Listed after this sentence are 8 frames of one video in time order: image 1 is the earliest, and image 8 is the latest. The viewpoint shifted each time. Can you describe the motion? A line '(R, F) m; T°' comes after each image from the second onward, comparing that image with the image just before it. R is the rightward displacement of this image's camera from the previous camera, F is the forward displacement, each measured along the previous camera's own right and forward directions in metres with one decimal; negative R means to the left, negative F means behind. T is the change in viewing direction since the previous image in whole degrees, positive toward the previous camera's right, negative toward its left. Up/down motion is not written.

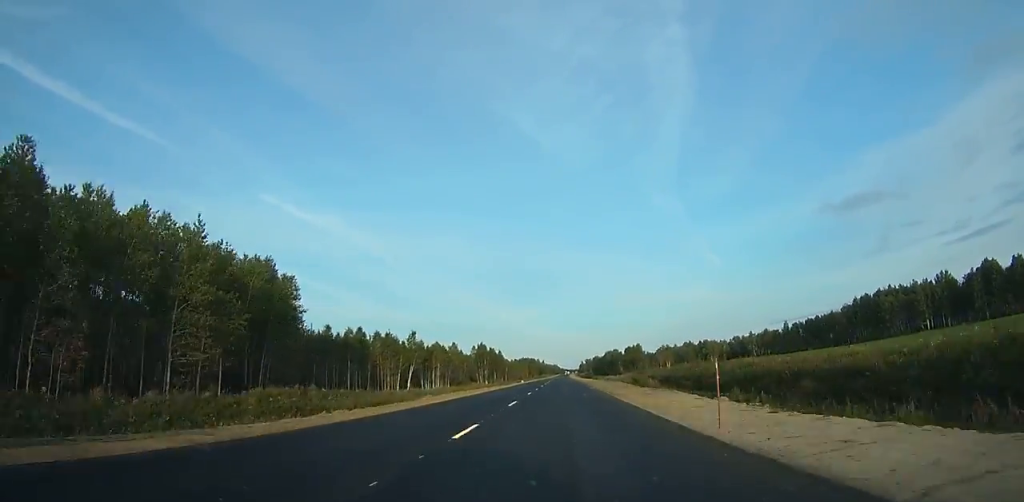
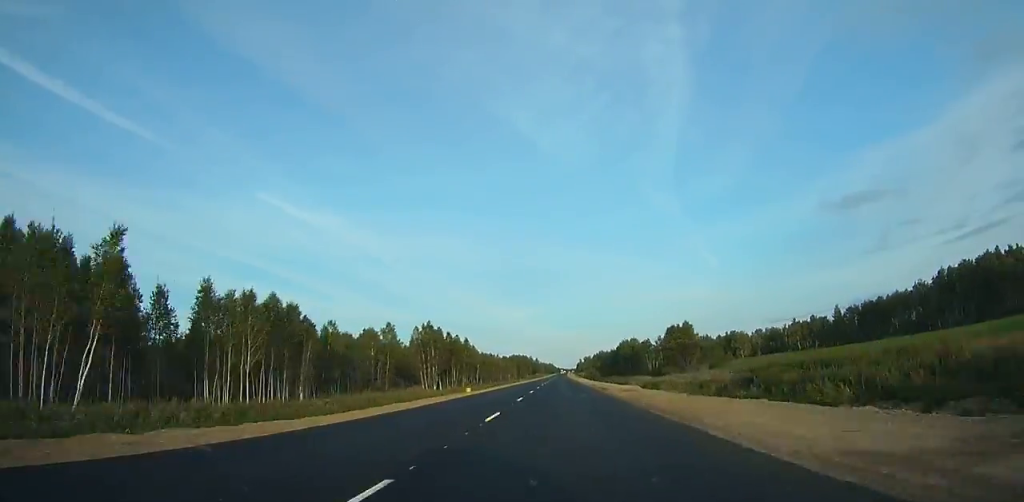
(-0.1, +81.4) m; 0°
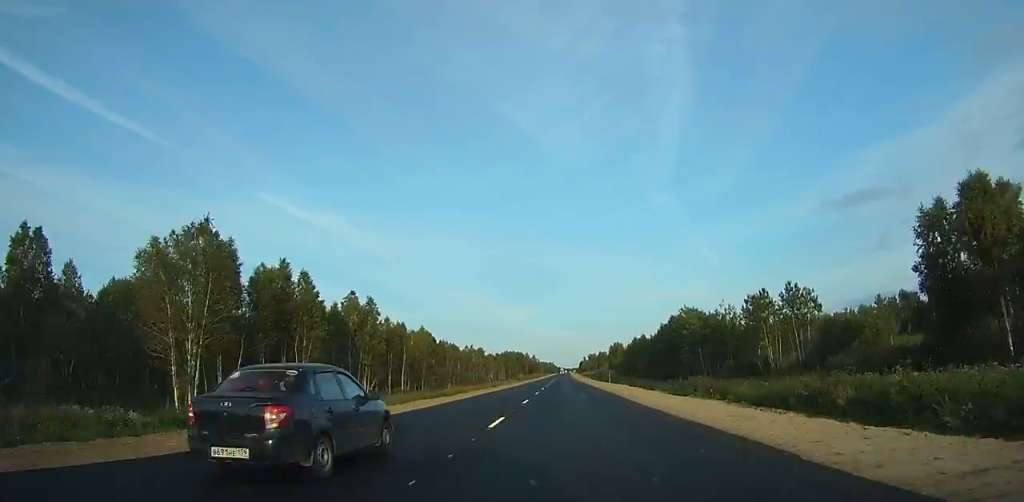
(+0.1, +89.1) m; +3°
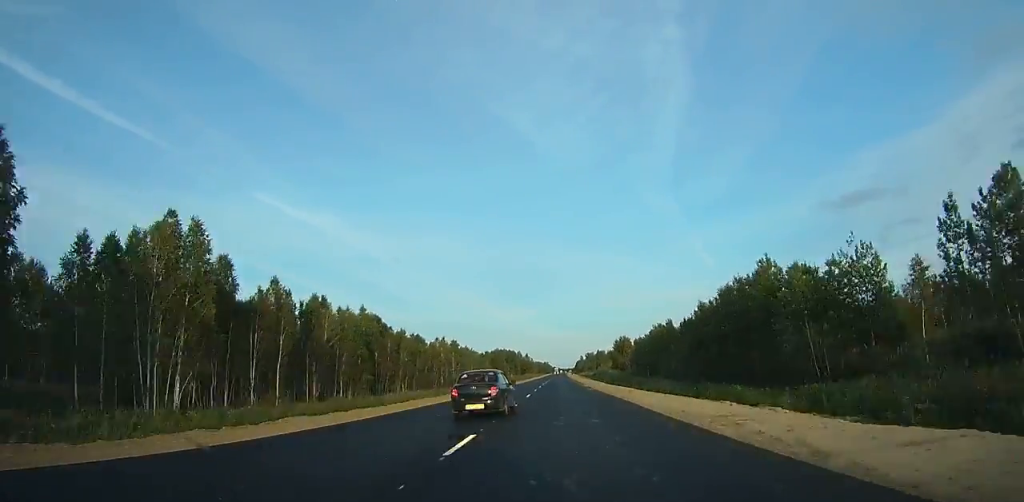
(+0.4, +41.9) m; +1°
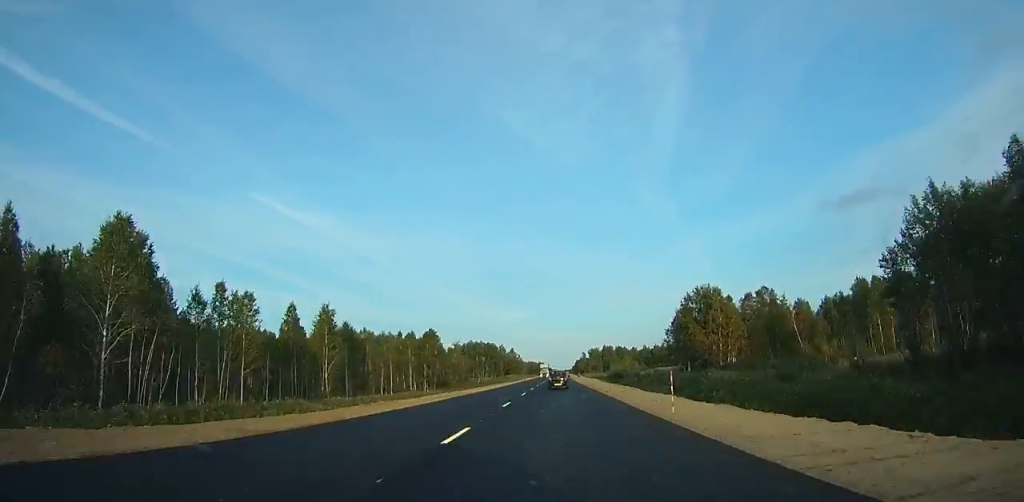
(-5.0, +120.3) m; -5°
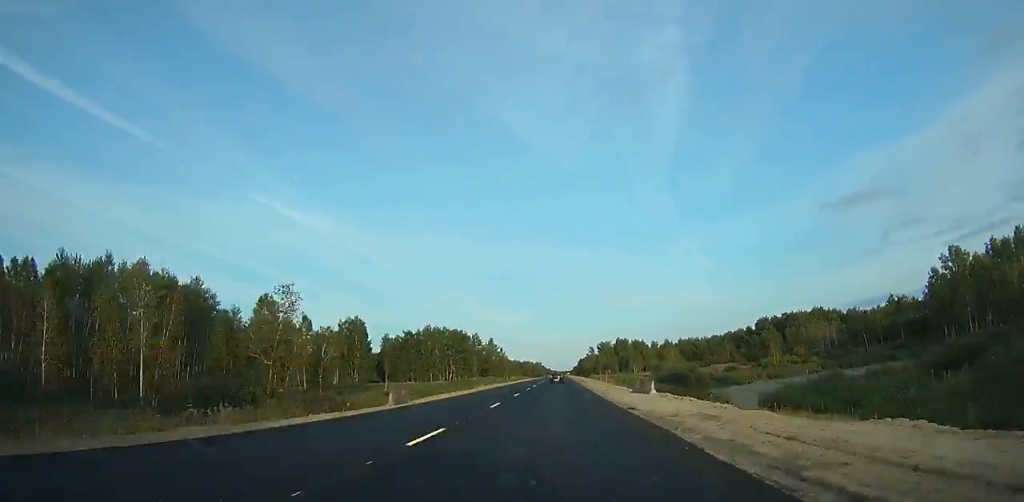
(+3.1, +109.5) m; +3°
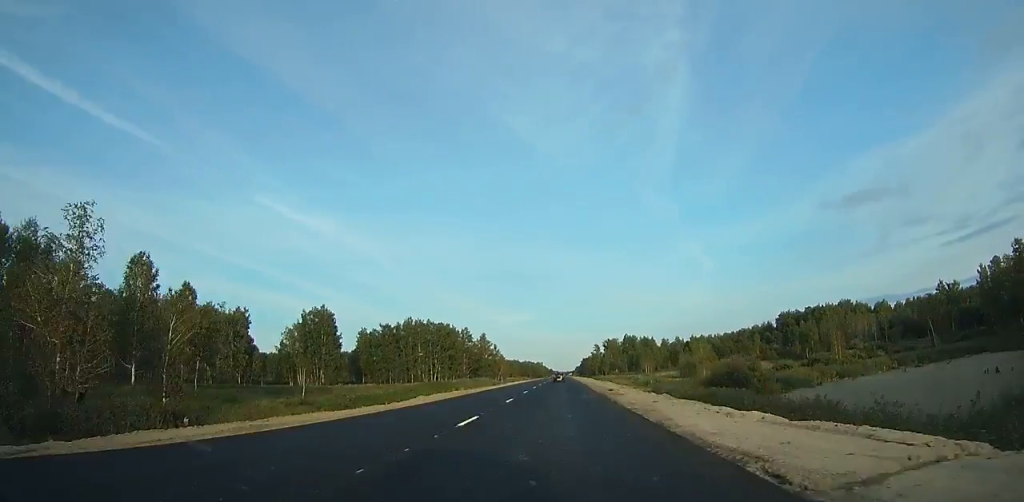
(0.0, +32.6) m; 0°
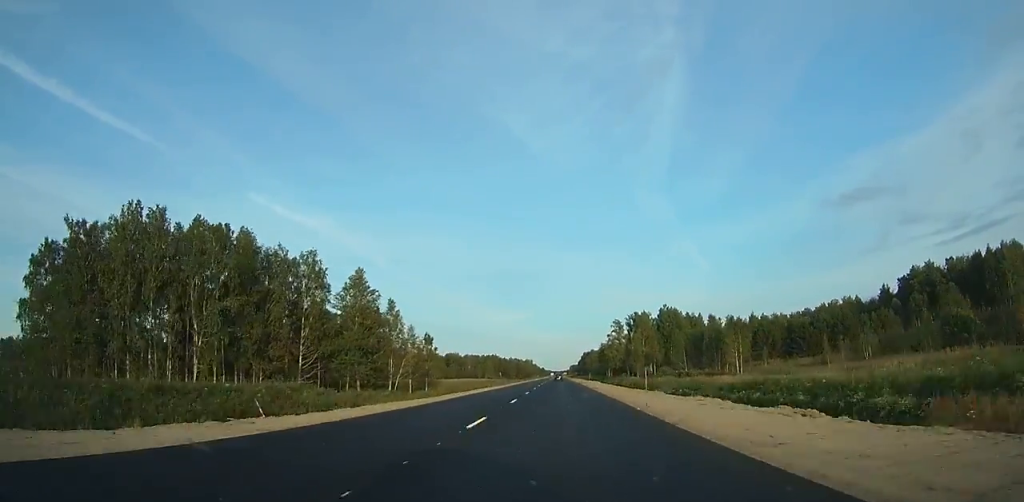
(+0.2, +137.9) m; 0°
